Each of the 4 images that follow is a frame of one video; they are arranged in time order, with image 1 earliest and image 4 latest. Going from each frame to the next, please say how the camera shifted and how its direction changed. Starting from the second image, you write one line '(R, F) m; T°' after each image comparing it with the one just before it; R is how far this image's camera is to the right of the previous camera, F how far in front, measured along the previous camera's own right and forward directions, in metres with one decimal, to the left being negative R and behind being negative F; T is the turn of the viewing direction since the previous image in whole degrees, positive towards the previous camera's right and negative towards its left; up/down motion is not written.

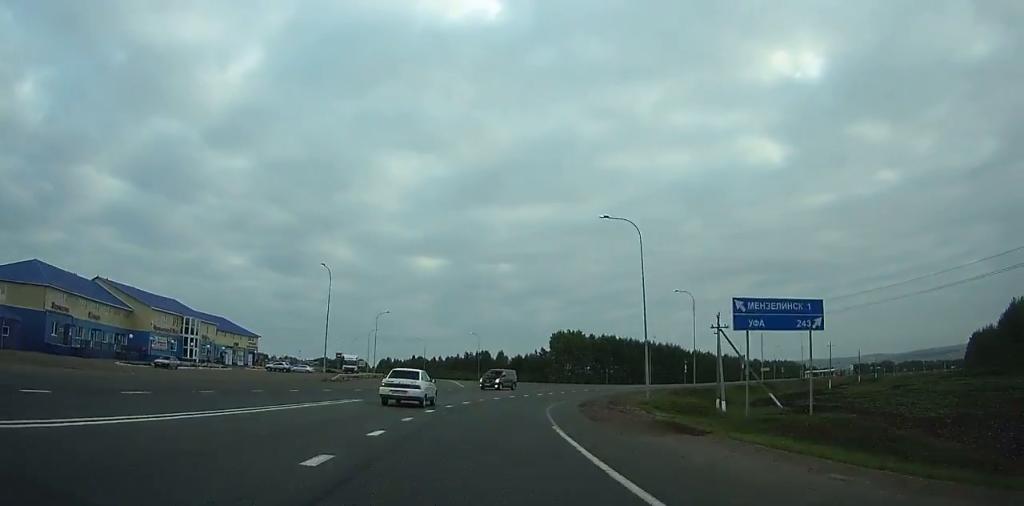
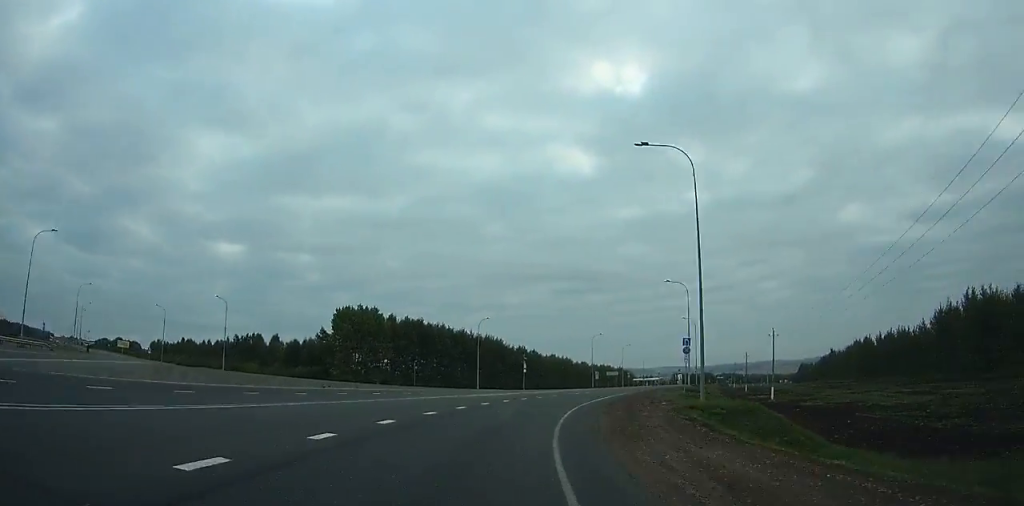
(+3.3, +51.6) m; +13°
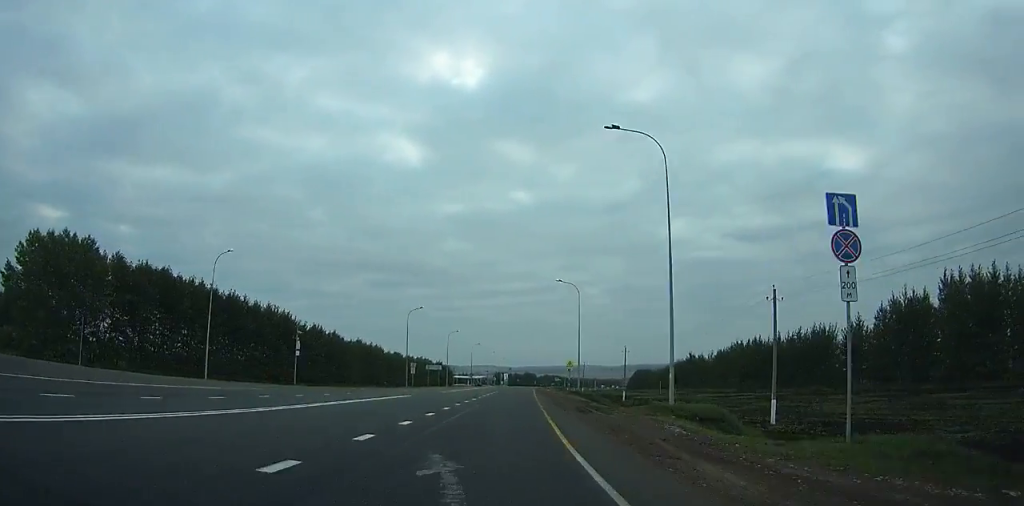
(+5.4, +42.6) m; +15°
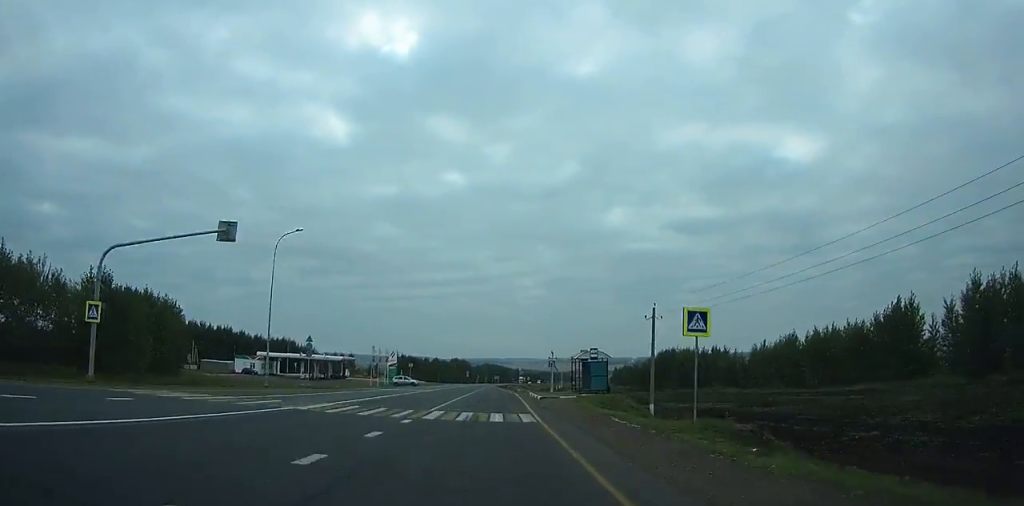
(+43.1, +196.6) m; +15°
